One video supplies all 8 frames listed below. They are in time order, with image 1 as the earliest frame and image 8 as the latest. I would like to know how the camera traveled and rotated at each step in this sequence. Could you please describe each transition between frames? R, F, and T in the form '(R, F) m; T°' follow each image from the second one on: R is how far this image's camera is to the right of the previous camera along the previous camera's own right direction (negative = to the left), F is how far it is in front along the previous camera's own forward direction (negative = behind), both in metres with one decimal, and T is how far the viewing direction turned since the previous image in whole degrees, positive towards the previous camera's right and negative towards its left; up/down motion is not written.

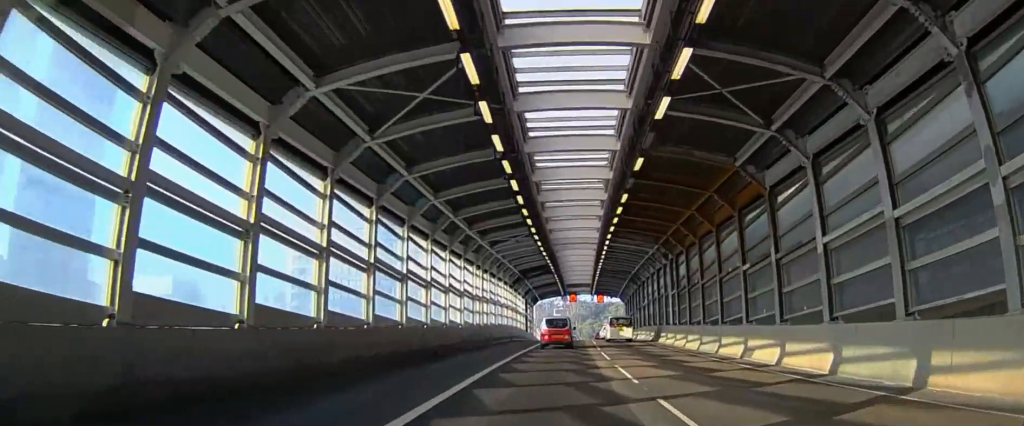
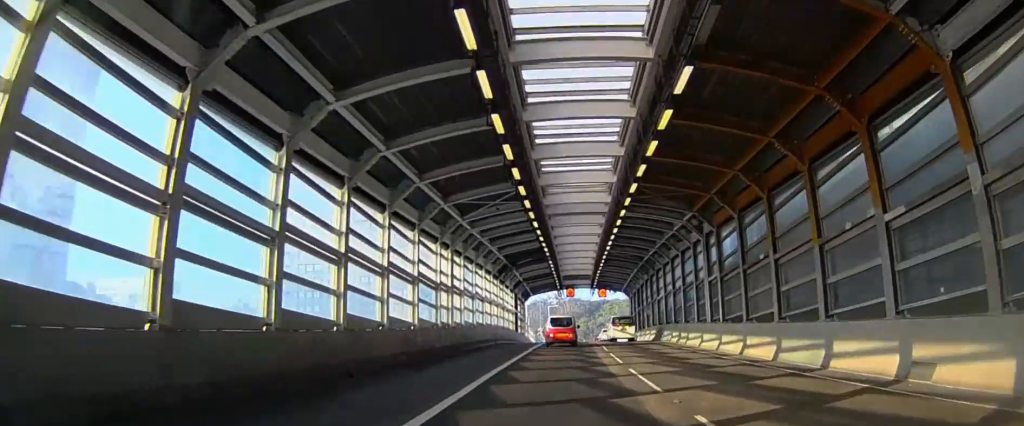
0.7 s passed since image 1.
(0.0, +11.3) m; 0°
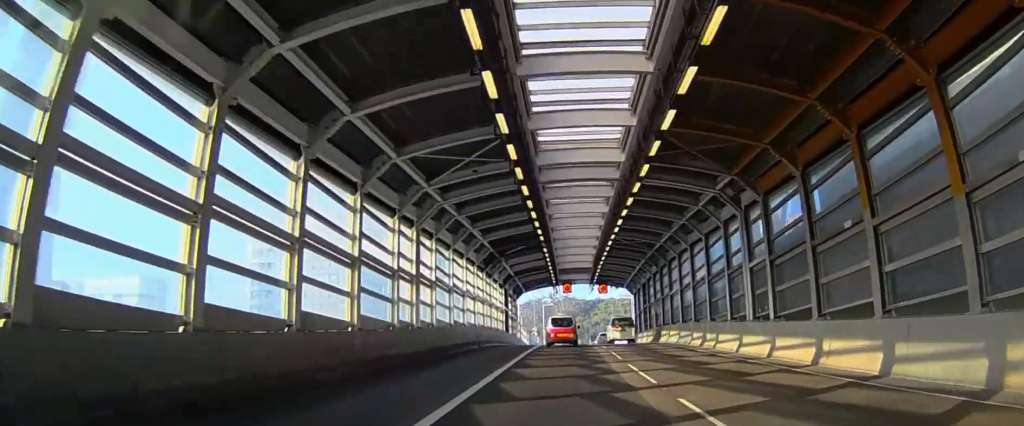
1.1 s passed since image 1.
(0.0, +7.3) m; 0°
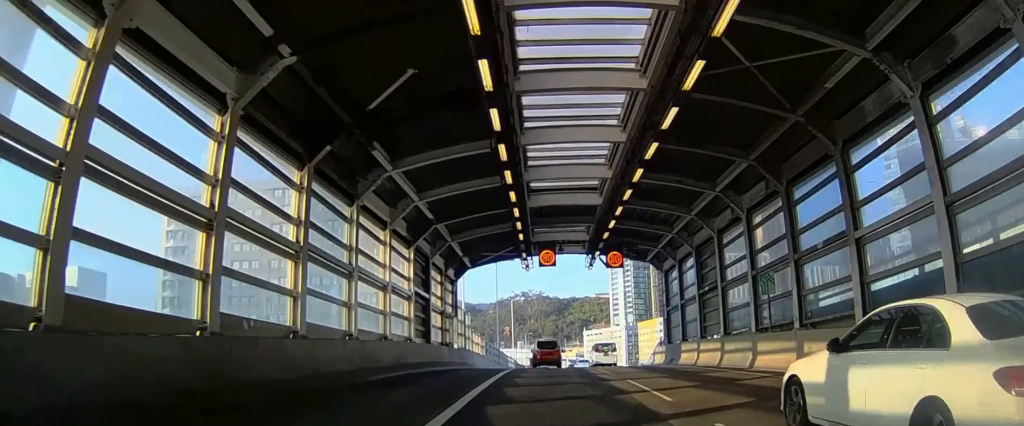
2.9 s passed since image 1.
(0.0, +30.7) m; 0°
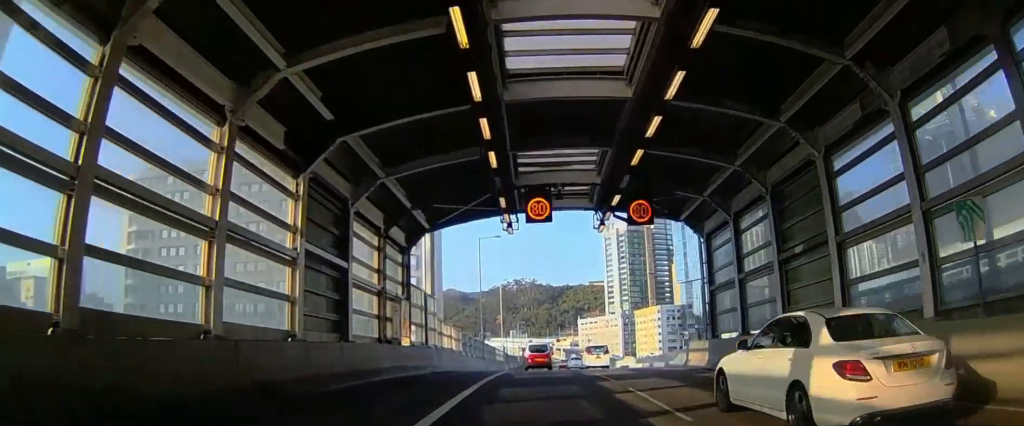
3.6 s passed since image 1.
(0.0, +12.0) m; 0°
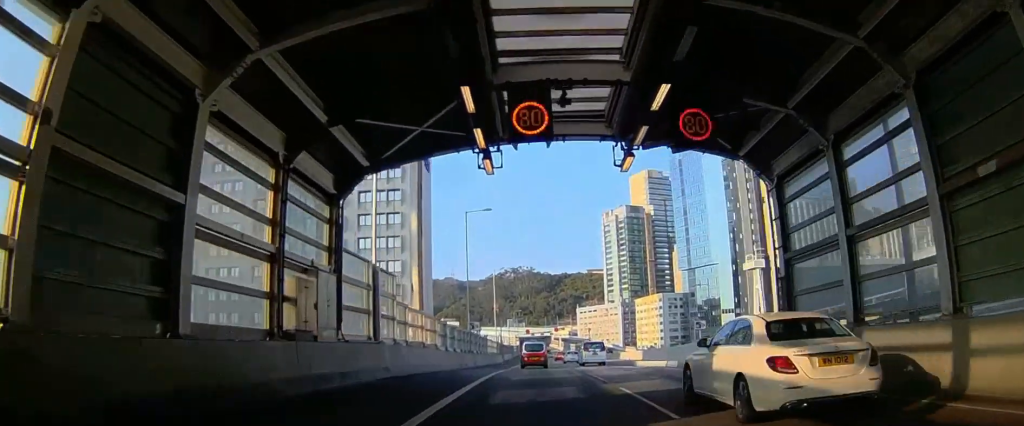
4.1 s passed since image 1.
(0.0, +9.2) m; 0°
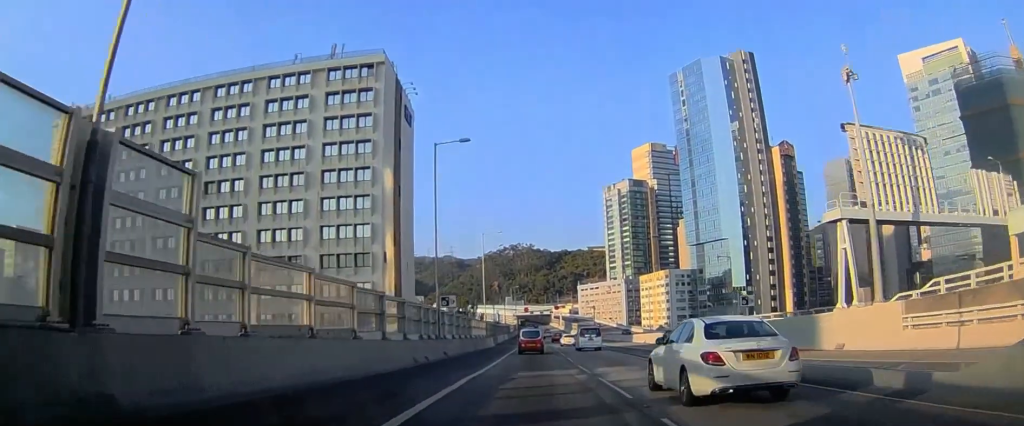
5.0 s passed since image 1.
(0.0, +15.6) m; 0°
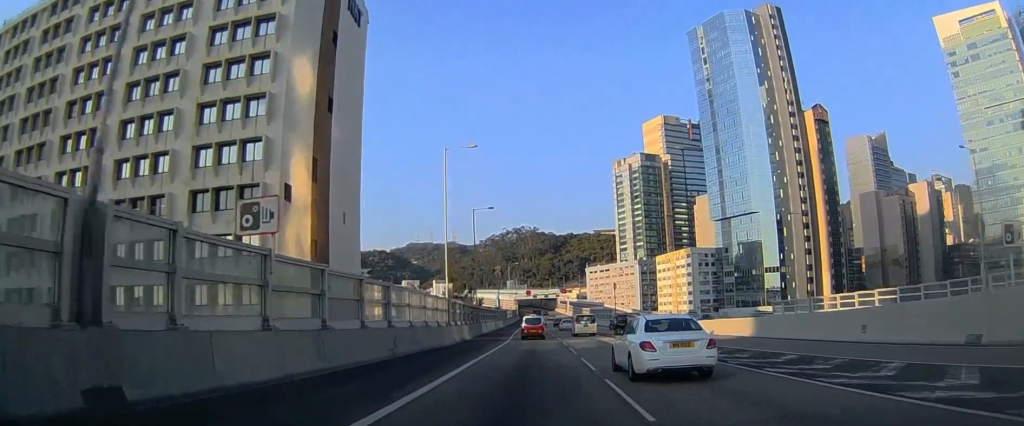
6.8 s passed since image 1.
(0.0, +30.3) m; 0°
